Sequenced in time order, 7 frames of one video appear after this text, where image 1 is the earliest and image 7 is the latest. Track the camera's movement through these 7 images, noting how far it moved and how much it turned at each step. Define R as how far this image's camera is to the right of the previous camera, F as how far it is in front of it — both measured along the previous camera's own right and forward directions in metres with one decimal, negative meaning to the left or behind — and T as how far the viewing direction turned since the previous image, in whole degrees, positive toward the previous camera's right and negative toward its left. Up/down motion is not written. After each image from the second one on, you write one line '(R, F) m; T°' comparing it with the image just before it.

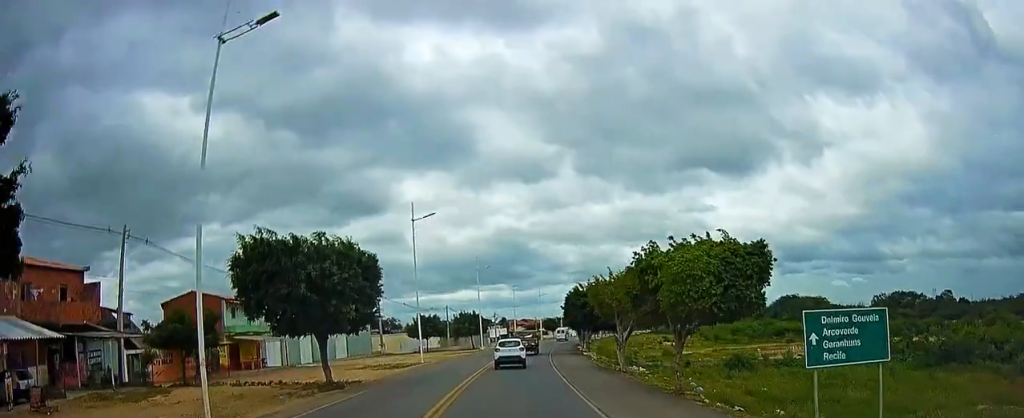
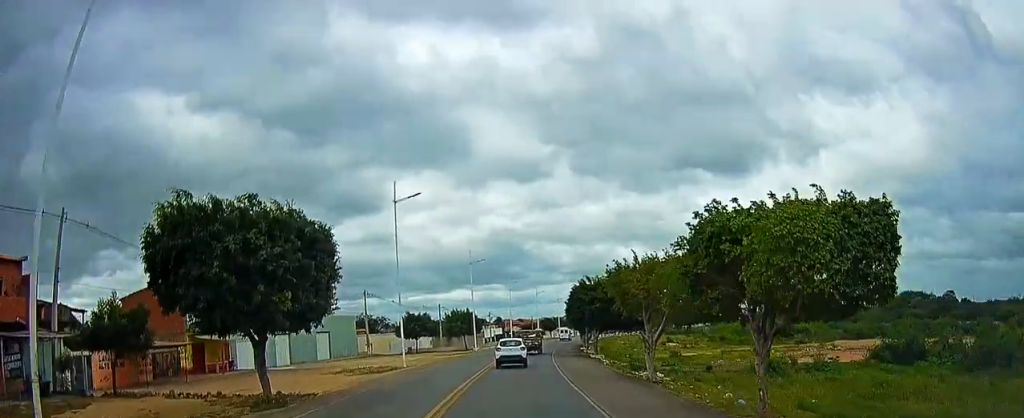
(0.0, +5.5) m; +1°
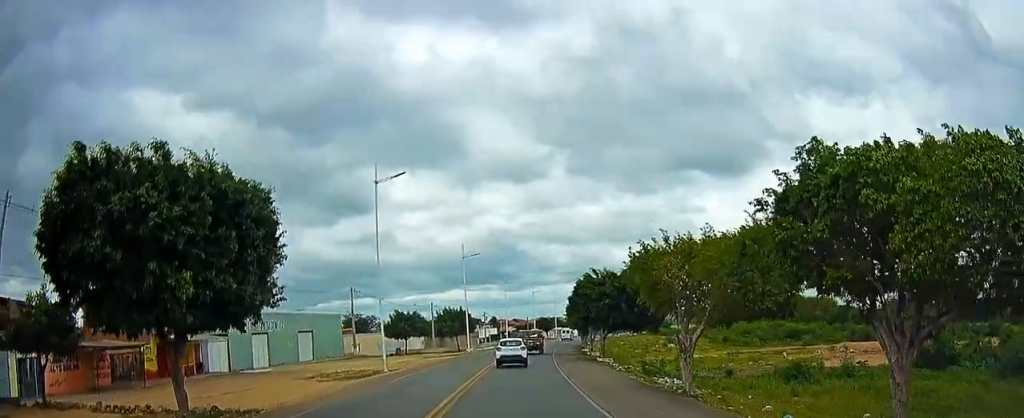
(-0.1, +4.3) m; +1°
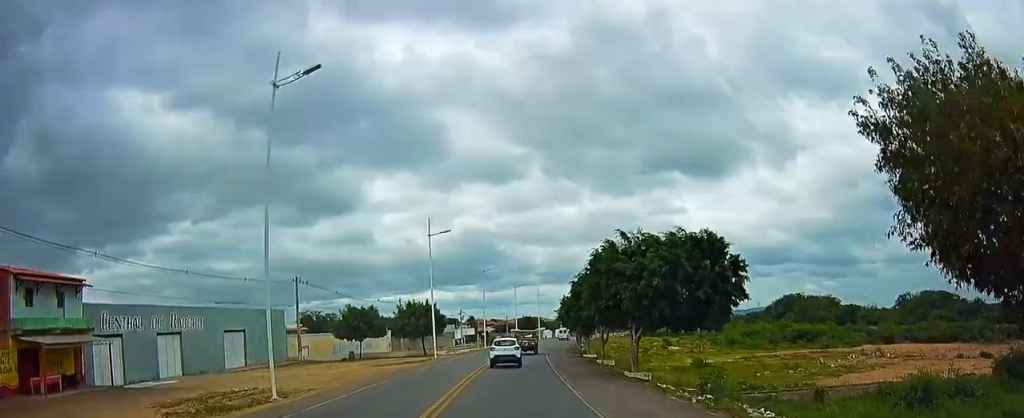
(+0.5, +12.7) m; +1°
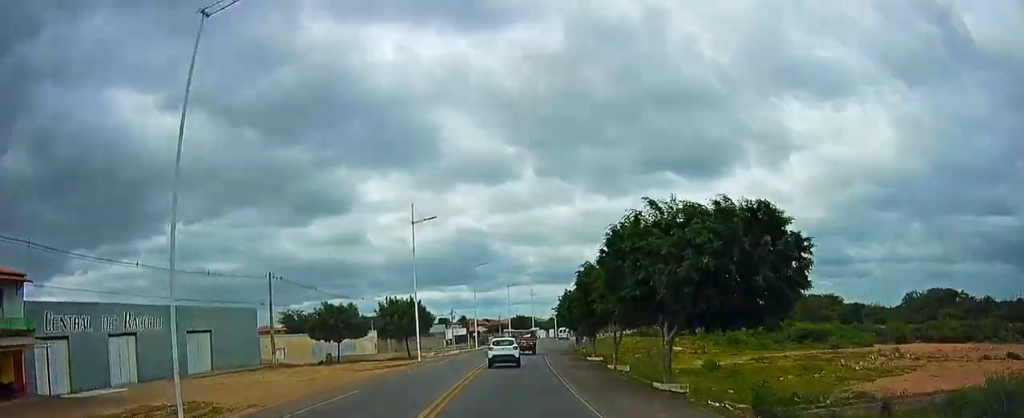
(-0.1, +5.3) m; 0°
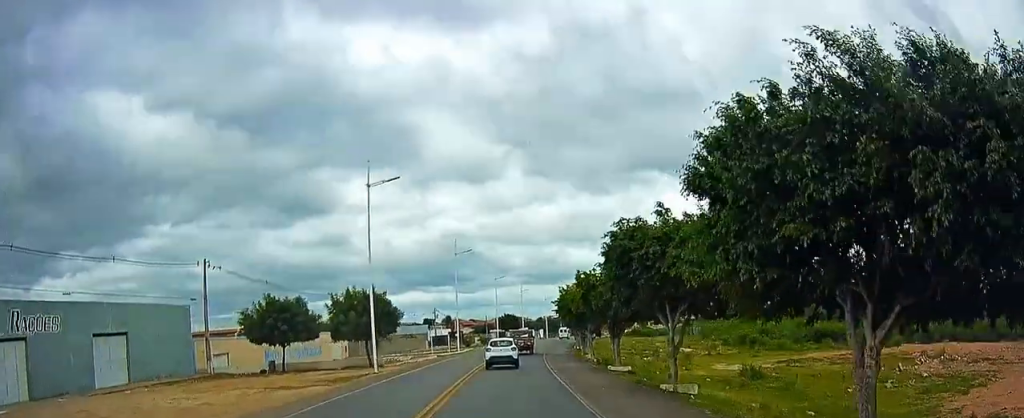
(0.0, +10.5) m; +1°
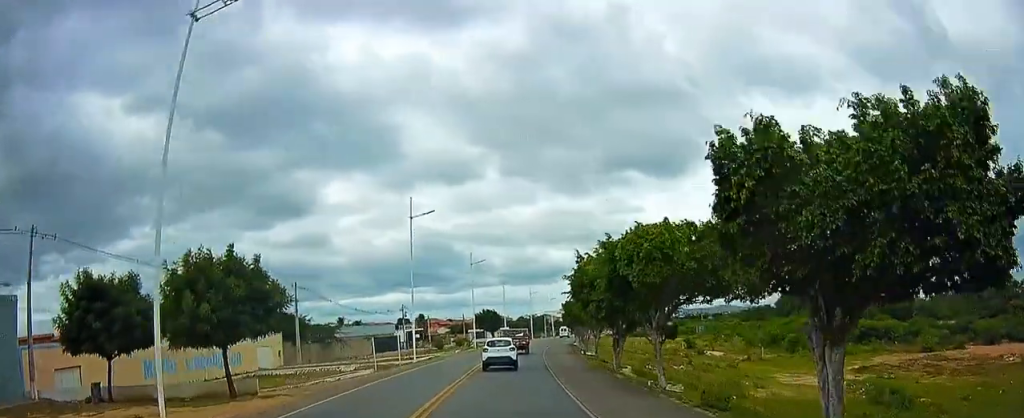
(+0.1, +18.8) m; +1°
